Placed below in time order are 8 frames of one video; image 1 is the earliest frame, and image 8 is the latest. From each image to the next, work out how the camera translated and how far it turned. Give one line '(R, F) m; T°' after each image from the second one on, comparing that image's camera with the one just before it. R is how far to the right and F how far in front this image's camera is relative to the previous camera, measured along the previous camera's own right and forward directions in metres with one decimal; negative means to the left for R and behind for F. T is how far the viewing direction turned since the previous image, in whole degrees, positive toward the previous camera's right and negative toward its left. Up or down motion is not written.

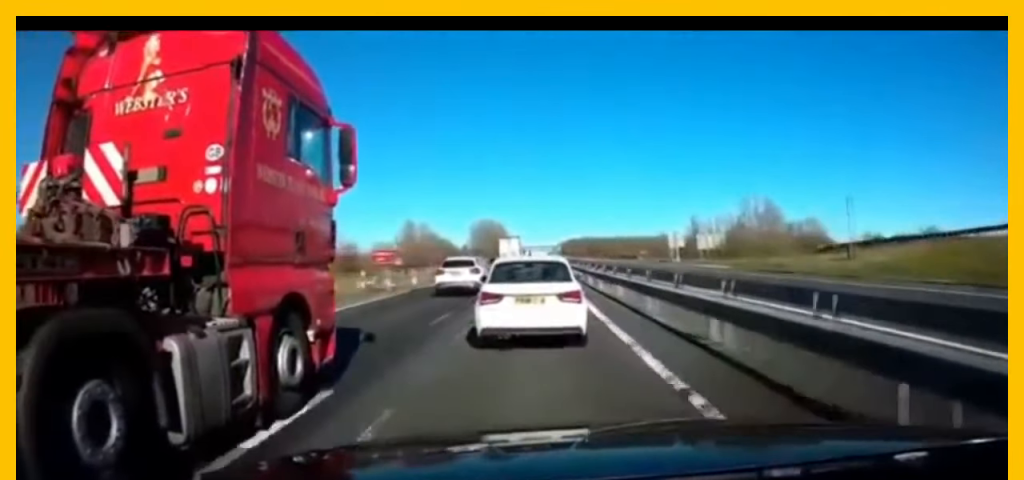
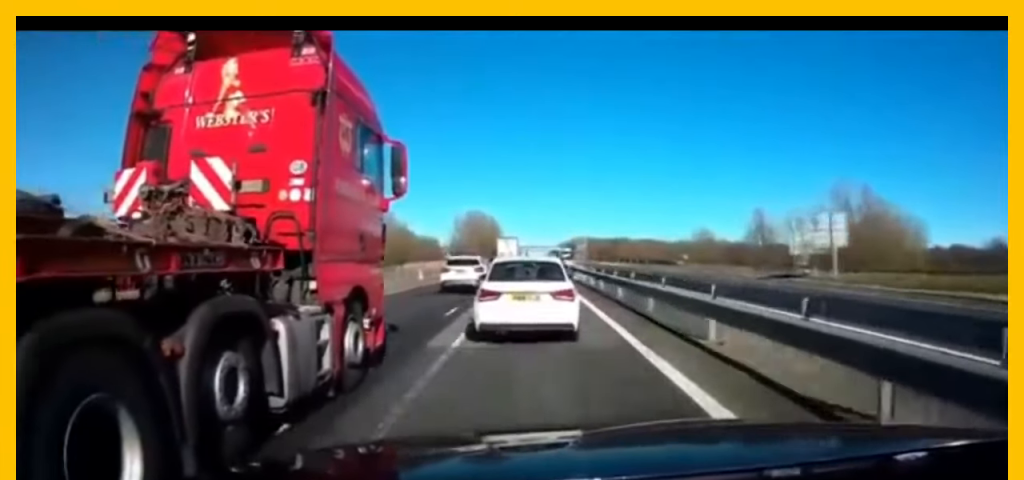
(+0.2, +43.4) m; 0°
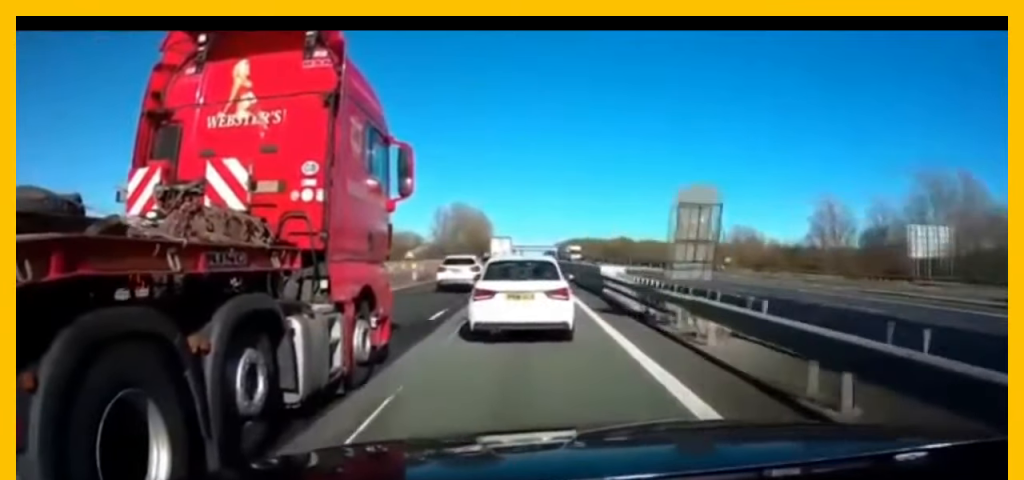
(+0.2, +27.1) m; 0°
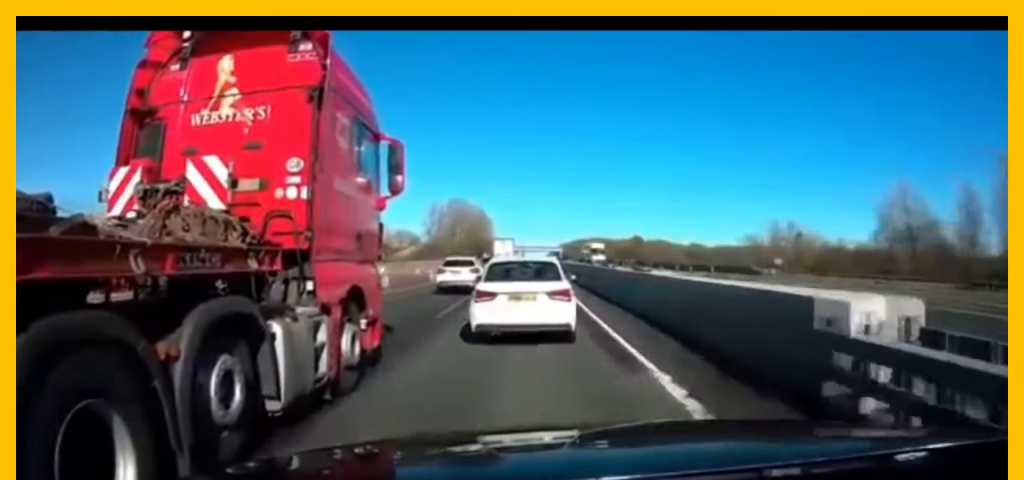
(-0.1, +16.4) m; -1°
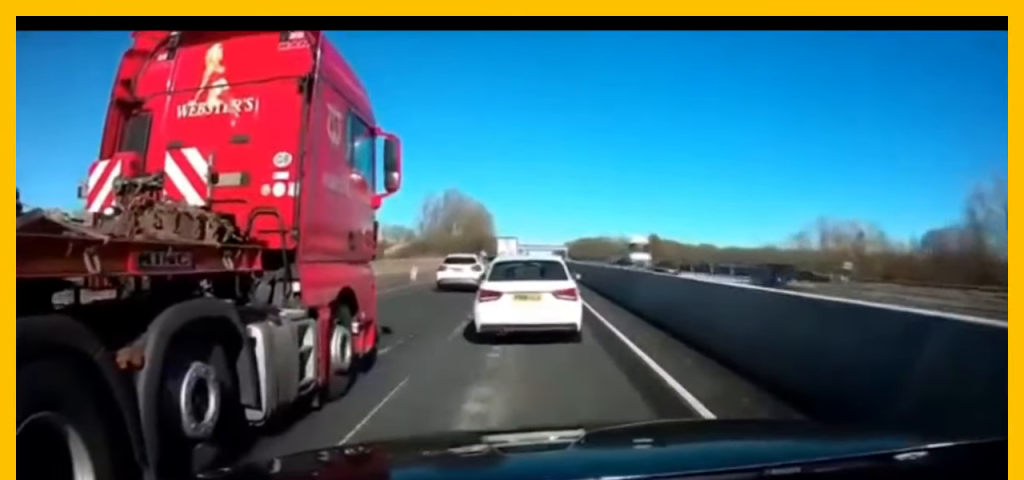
(-0.1, +15.8) m; 0°
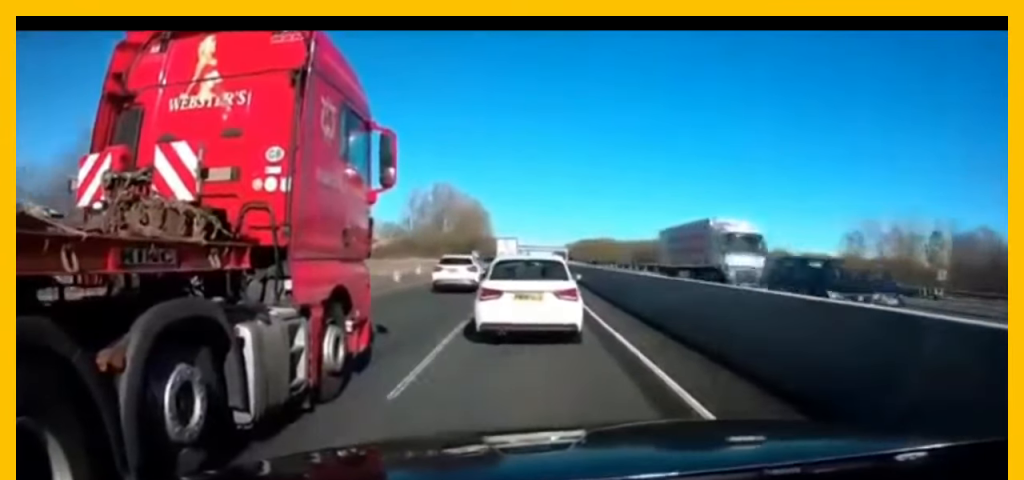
(0.0, +14.4) m; 0°
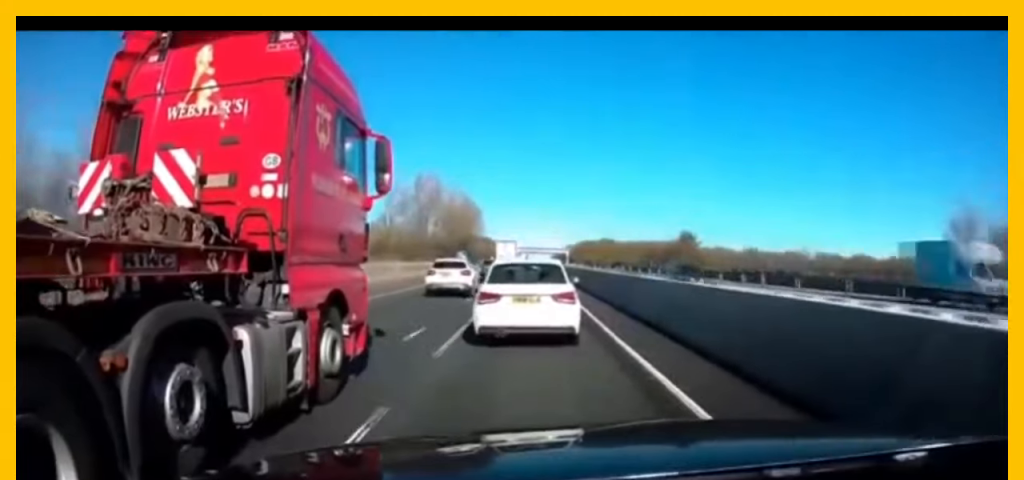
(+0.2, +19.0) m; 0°
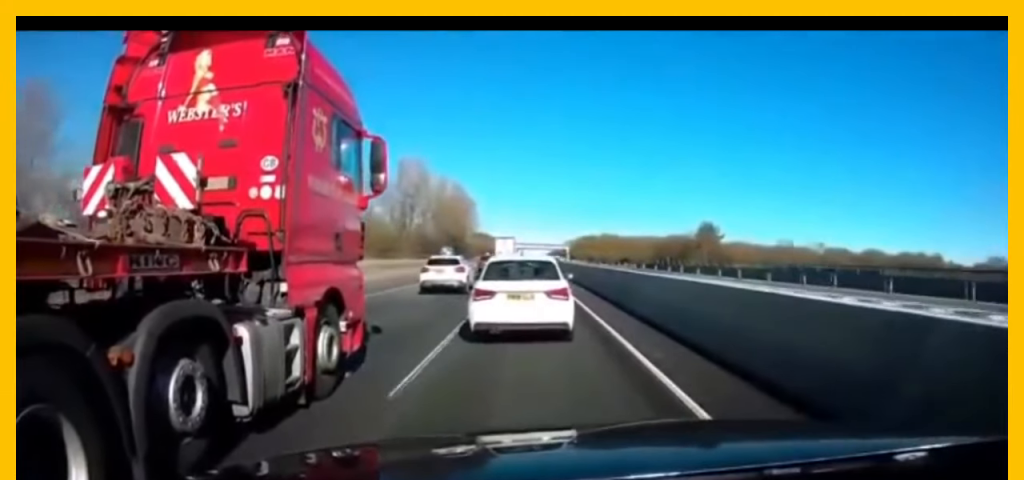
(-0.2, +12.8) m; 0°
